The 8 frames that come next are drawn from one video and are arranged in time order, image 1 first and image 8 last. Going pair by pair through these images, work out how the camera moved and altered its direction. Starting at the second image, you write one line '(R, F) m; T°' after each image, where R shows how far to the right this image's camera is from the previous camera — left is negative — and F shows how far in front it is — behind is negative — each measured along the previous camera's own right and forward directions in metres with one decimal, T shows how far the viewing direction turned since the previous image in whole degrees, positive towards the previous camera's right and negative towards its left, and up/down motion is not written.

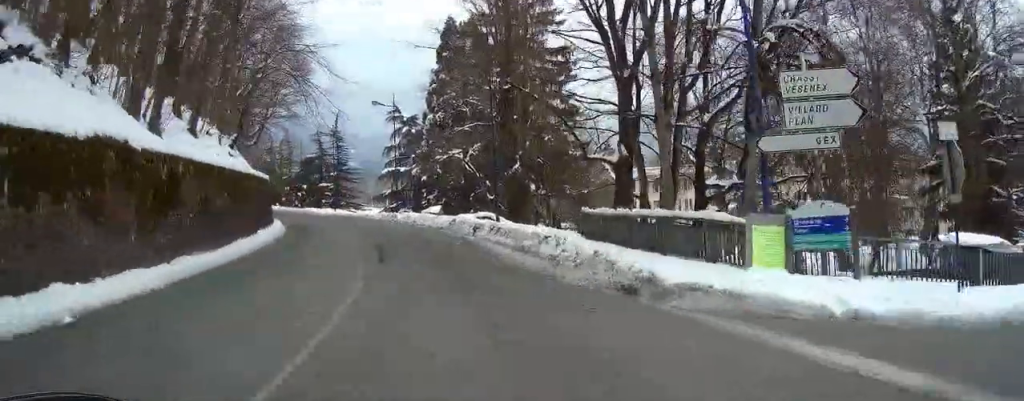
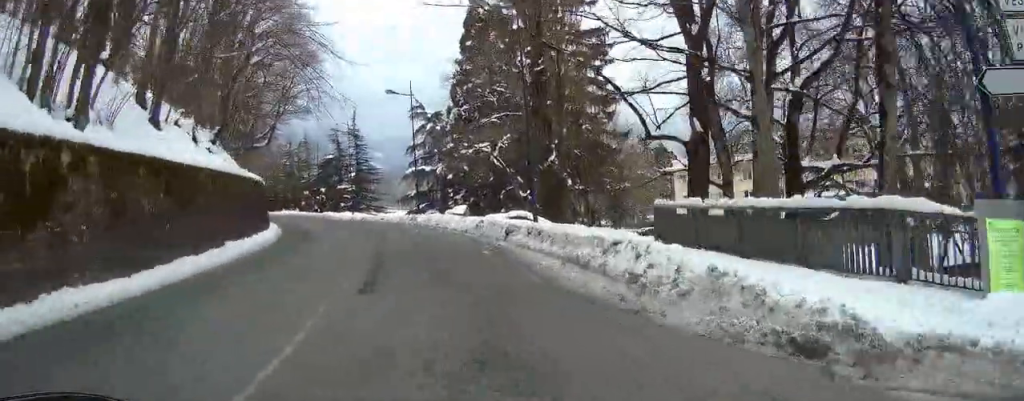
(-0.2, +6.0) m; -3°
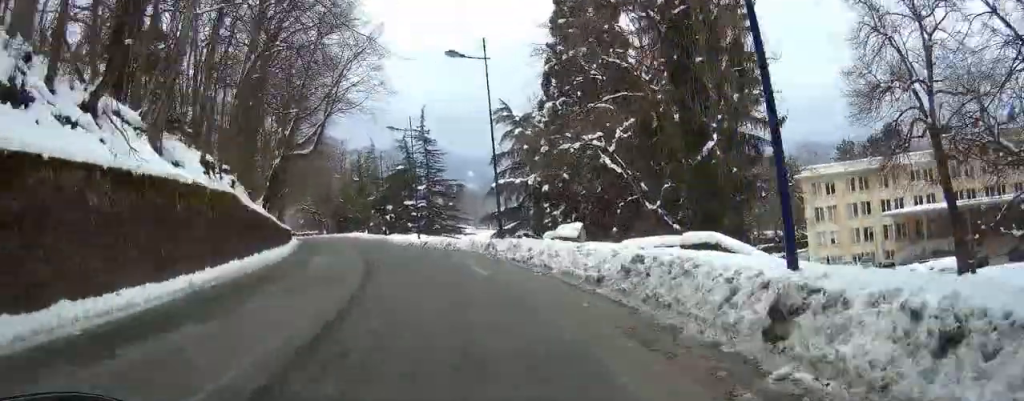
(-1.2, +15.3) m; -8°
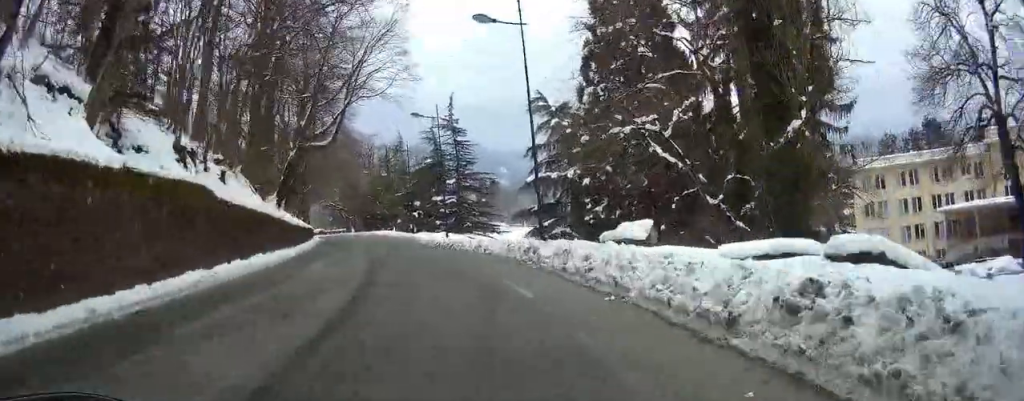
(-0.1, +5.7) m; -3°
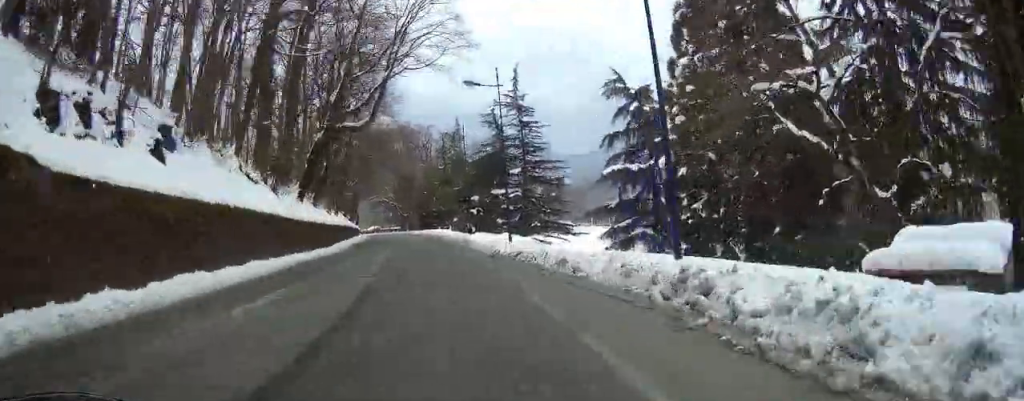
(-0.4, +9.9) m; -4°
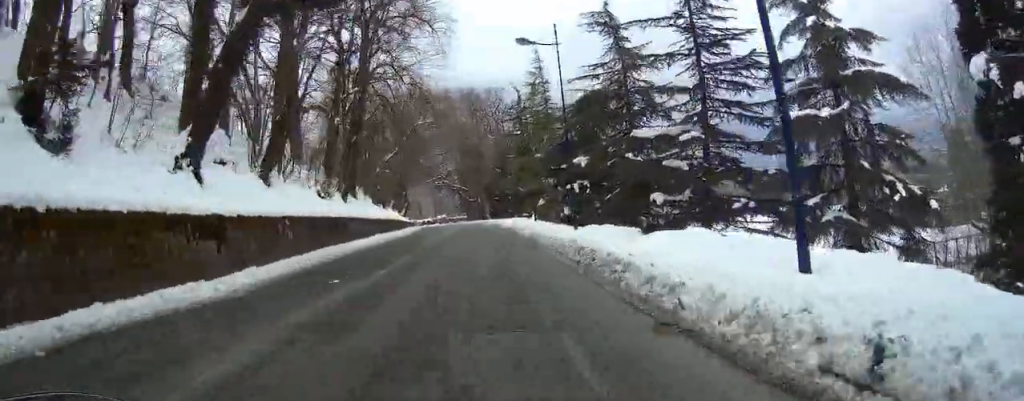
(-1.6, +25.6) m; -6°
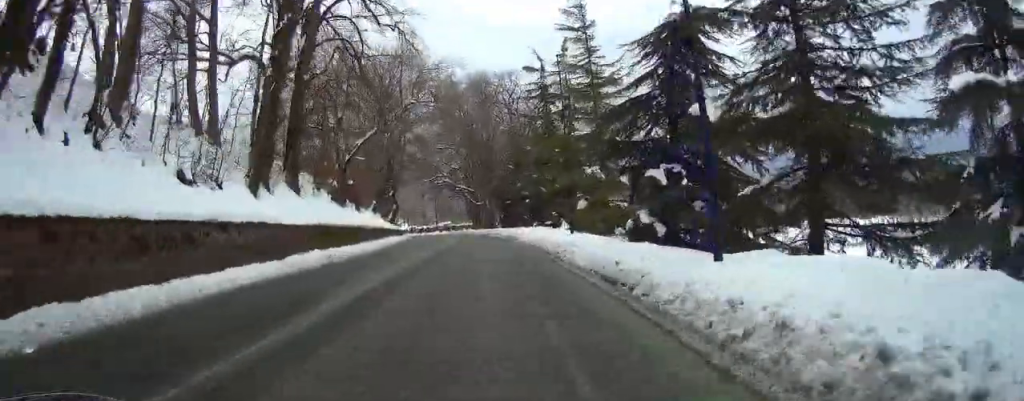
(-0.3, +17.2) m; -2°
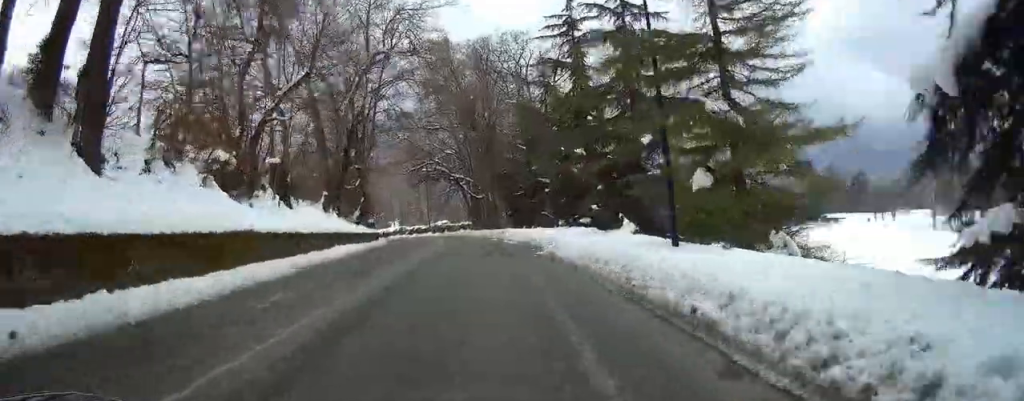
(-0.1, +18.1) m; -1°
